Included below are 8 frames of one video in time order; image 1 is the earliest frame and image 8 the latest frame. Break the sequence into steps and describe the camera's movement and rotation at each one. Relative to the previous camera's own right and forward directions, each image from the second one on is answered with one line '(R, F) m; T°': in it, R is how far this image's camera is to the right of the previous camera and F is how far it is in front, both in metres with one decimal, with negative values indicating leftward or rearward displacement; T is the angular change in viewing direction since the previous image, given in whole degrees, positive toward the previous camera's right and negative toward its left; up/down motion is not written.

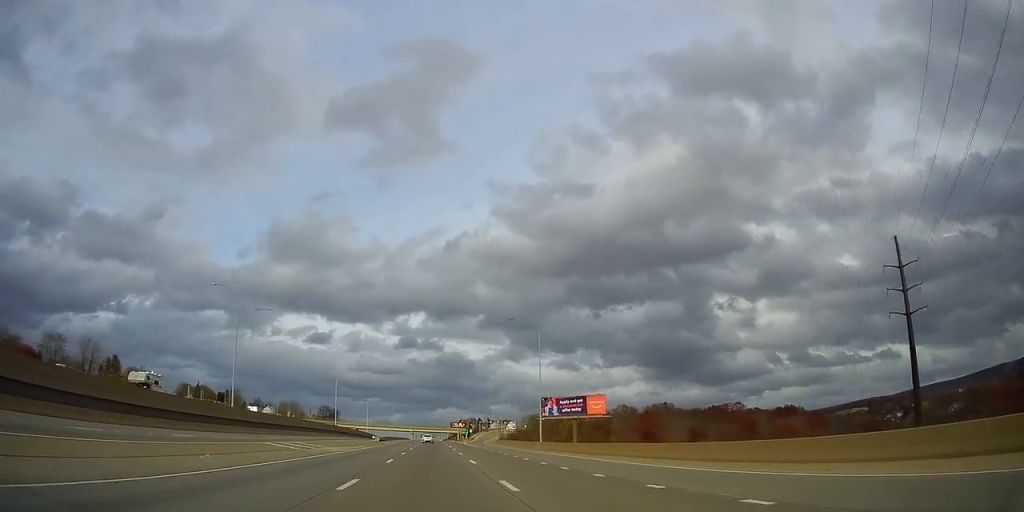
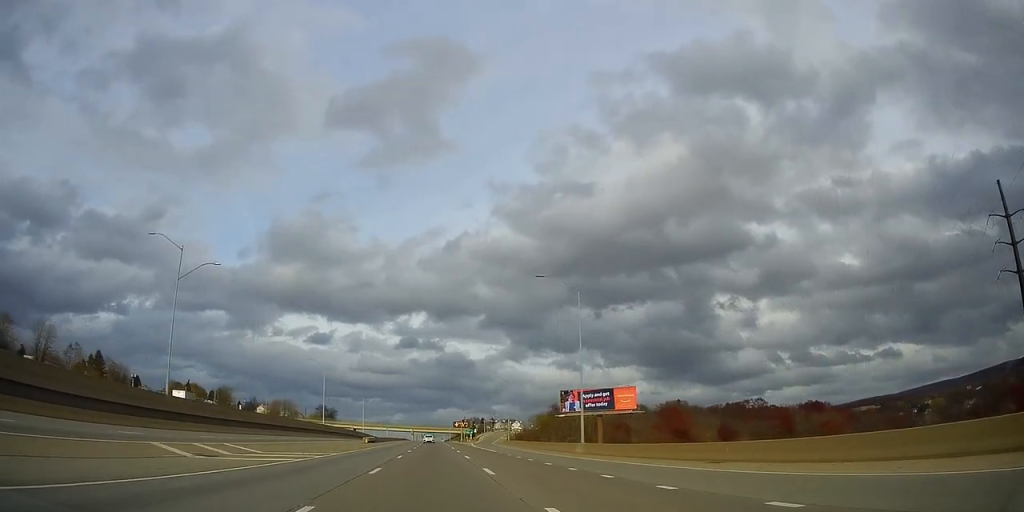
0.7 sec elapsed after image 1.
(+0.4, +19.4) m; 0°
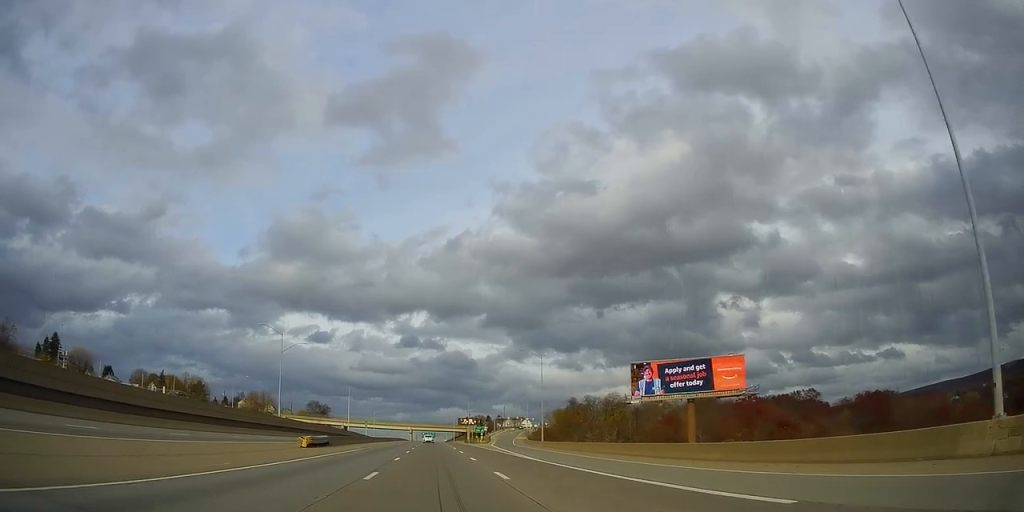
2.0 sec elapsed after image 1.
(-0.4, +41.3) m; 0°
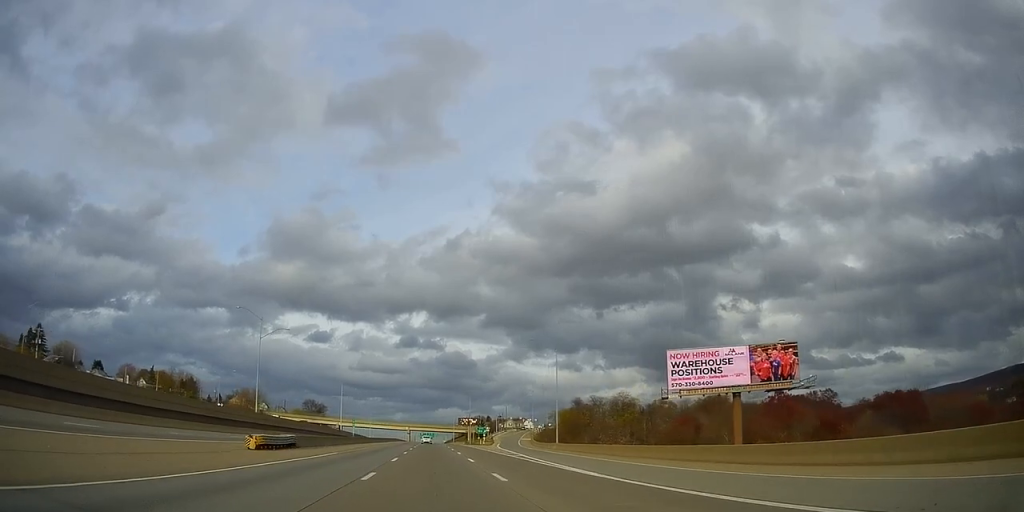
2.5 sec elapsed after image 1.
(+0.3, +12.4) m; 0°
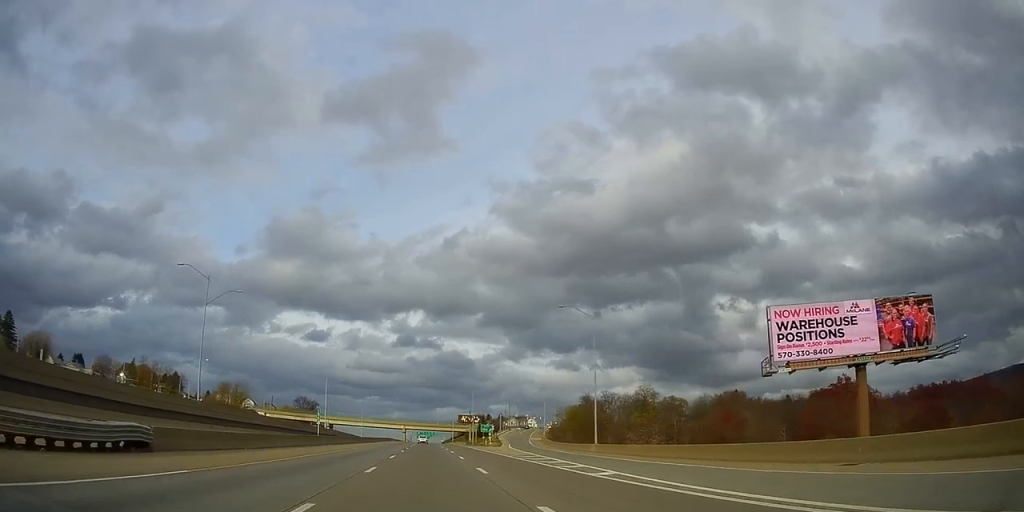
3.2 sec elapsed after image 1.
(+0.2, +21.3) m; 0°
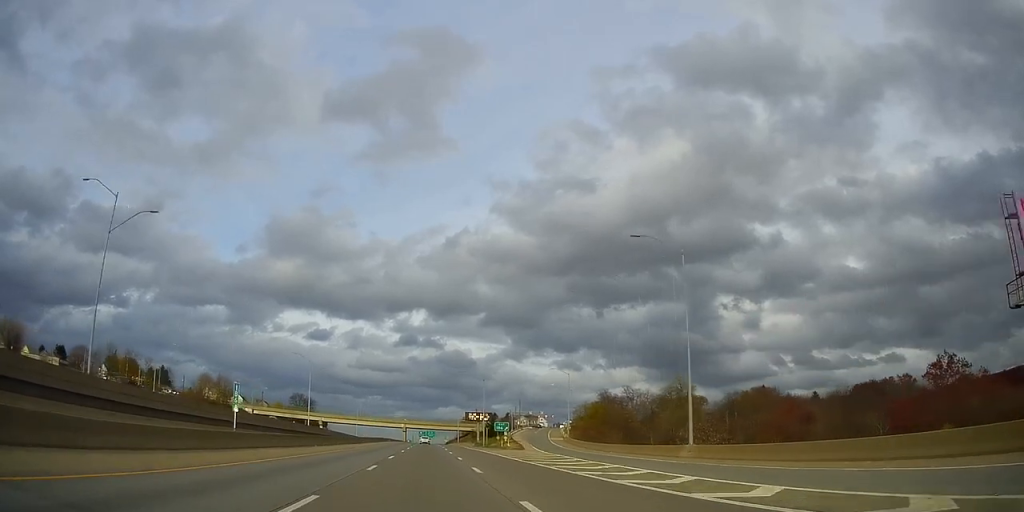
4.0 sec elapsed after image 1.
(-0.2, +23.1) m; -1°
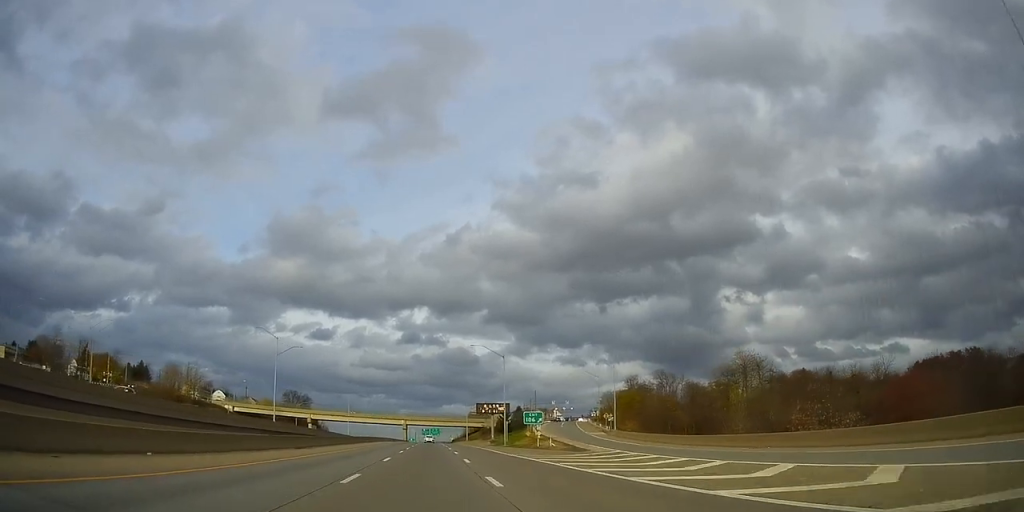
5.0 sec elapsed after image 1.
(-0.3, +30.1) m; 0°
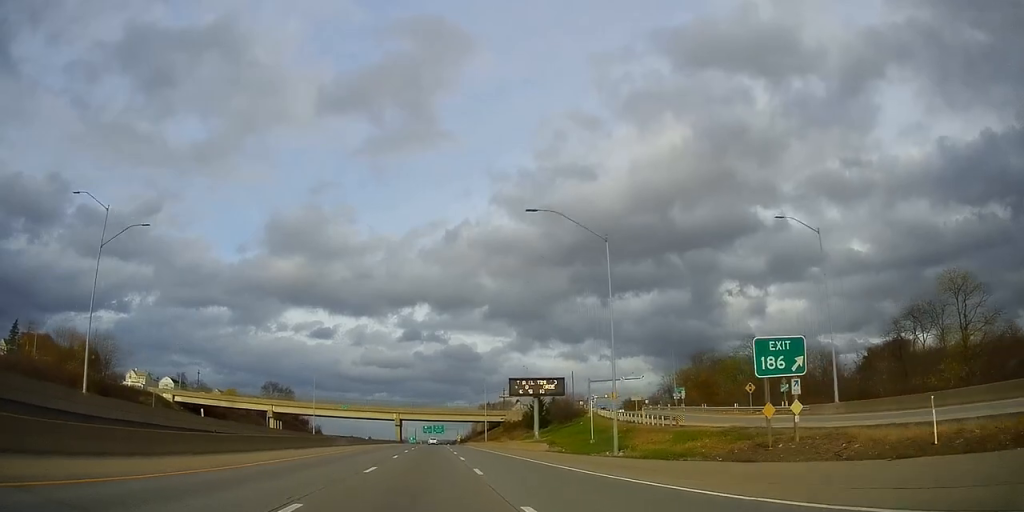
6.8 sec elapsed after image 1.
(+0.6, +55.9) m; 0°
